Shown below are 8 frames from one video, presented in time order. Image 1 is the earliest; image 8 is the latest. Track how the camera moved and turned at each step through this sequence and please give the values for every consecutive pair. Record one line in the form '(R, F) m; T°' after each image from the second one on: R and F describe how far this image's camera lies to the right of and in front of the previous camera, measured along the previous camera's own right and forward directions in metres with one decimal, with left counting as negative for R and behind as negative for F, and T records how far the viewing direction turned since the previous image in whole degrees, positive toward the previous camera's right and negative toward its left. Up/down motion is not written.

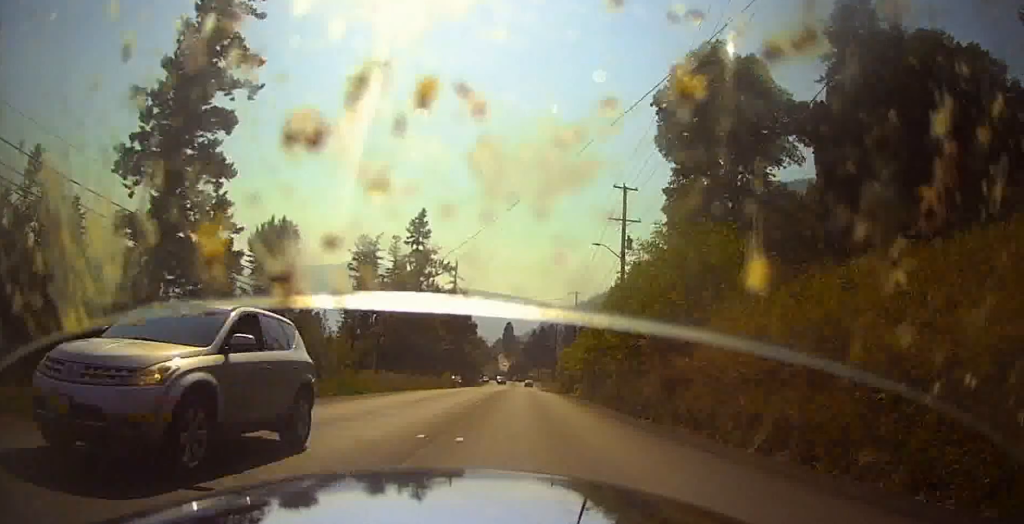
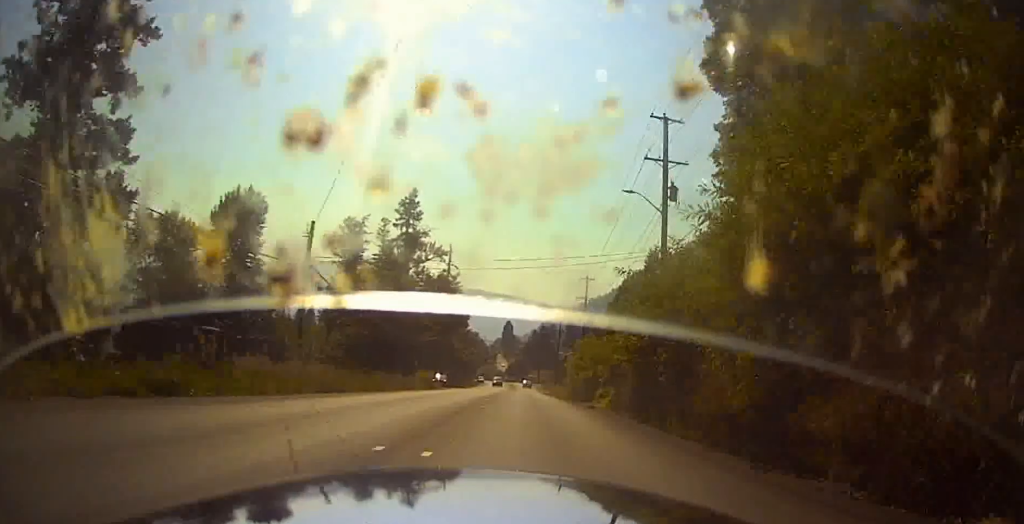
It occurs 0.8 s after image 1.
(+1.2, +13.5) m; -1°
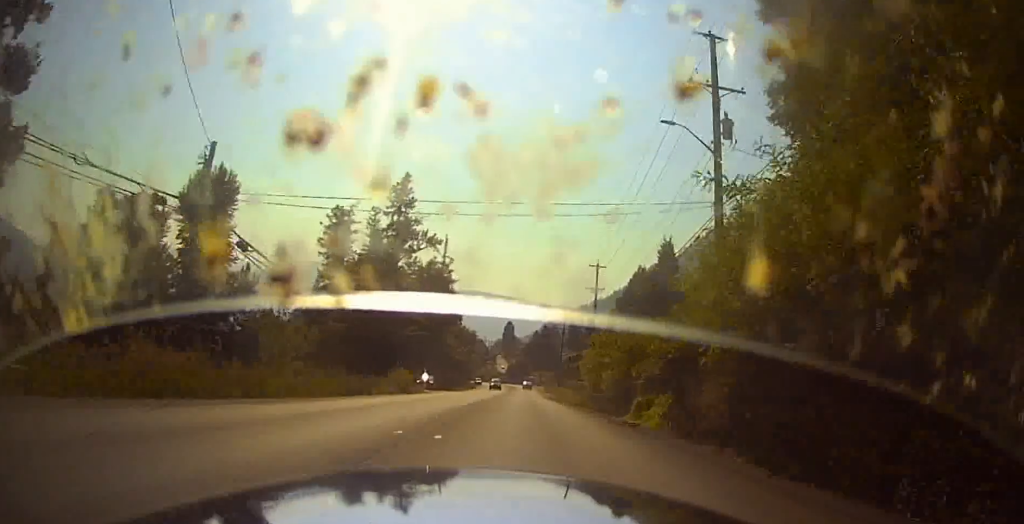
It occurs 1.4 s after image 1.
(-0.3, +9.9) m; -3°
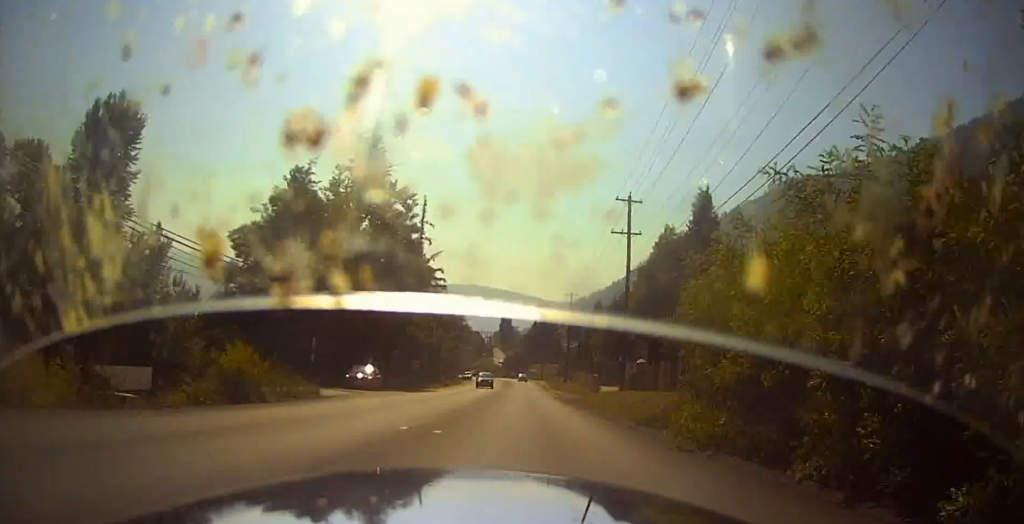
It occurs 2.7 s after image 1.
(-1.9, +24.2) m; -4°
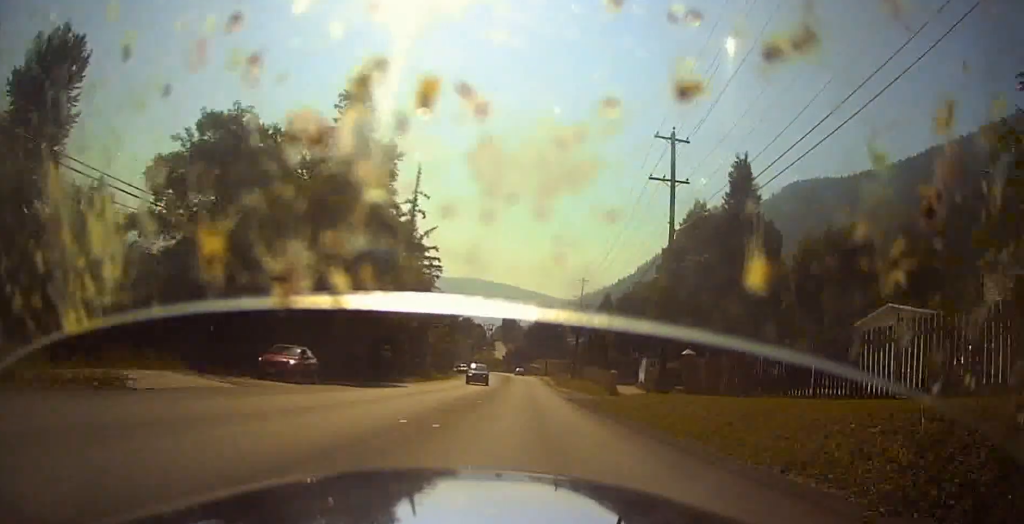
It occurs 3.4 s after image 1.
(0.0, +13.4) m; +2°
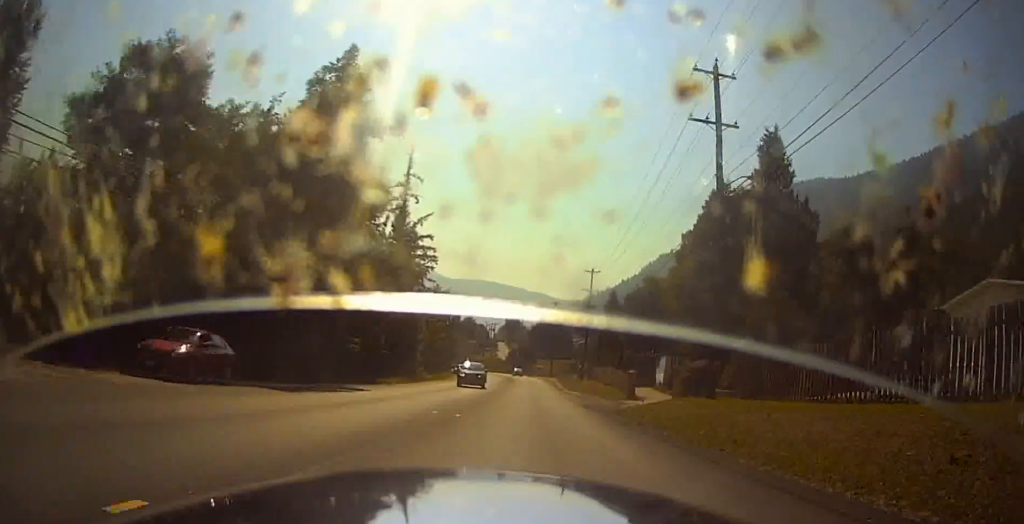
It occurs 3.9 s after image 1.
(-0.2, +9.2) m; +2°
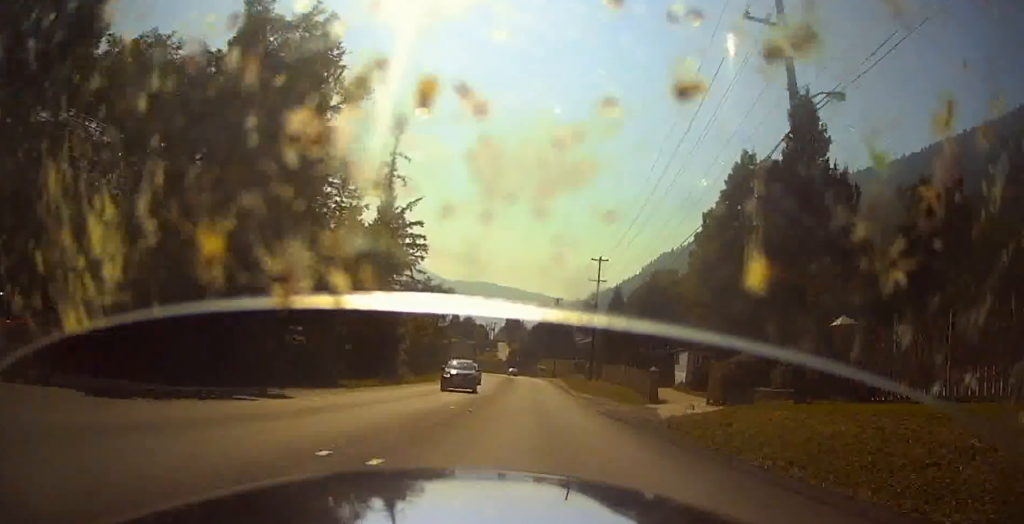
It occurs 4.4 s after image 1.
(+0.5, +9.1) m; 0°
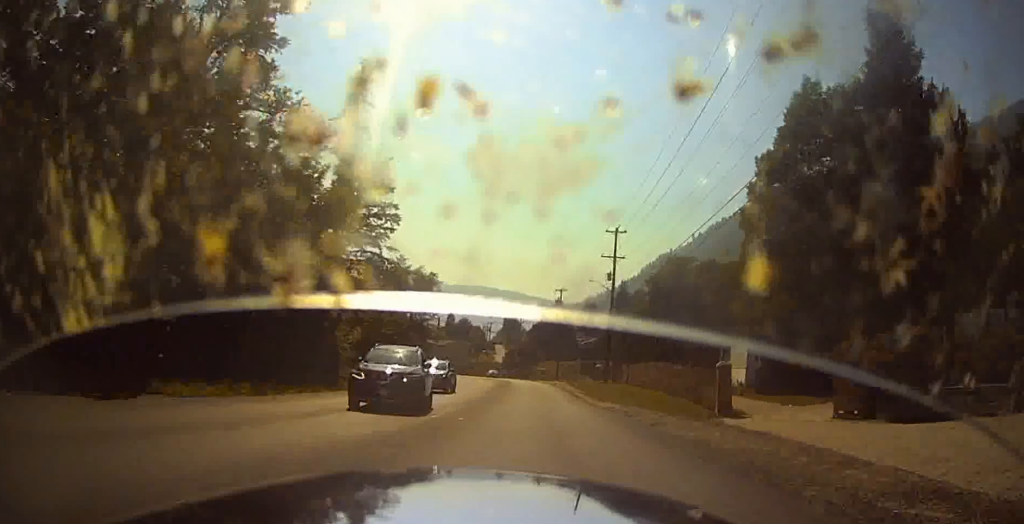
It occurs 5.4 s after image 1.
(+0.3, +18.0) m; -2°
